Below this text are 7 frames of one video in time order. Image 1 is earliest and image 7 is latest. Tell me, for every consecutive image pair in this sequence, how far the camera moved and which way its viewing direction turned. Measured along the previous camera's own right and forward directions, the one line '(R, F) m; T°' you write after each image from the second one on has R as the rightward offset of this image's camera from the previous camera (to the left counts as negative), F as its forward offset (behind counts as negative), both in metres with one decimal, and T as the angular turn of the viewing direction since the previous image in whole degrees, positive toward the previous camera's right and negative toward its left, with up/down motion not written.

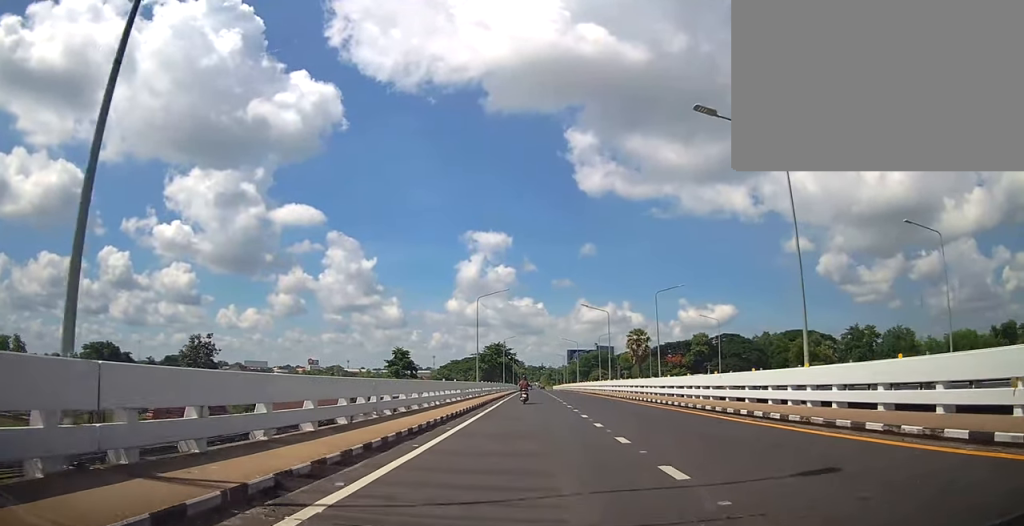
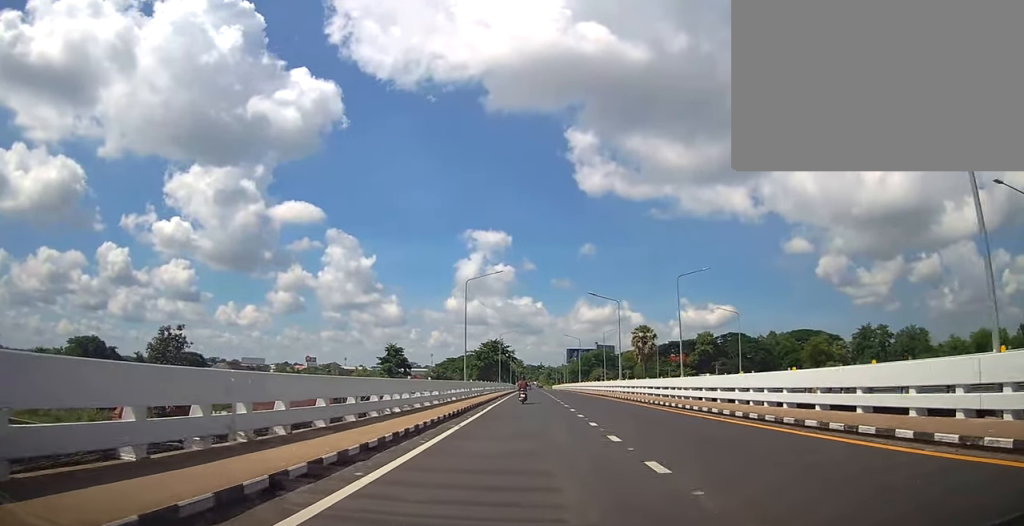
(0.0, +7.4) m; 0°
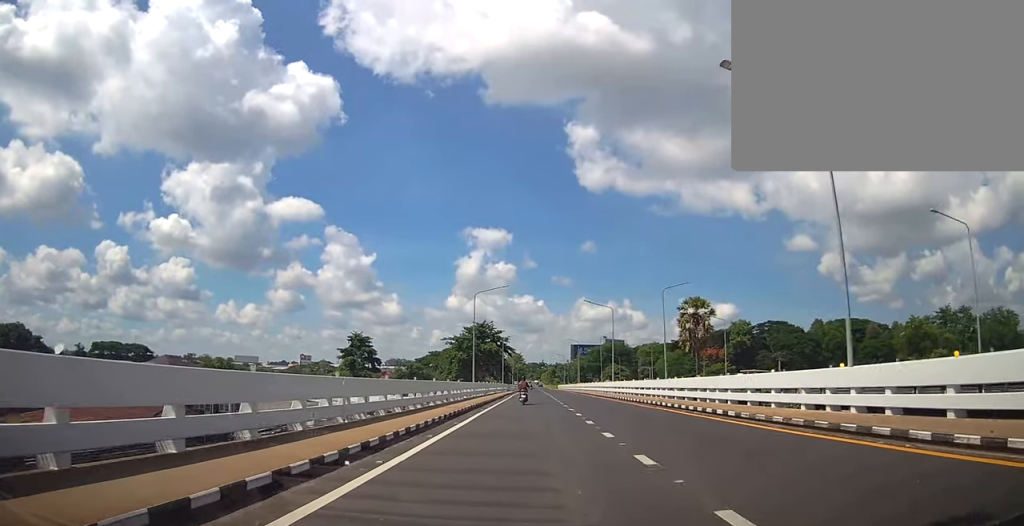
(-0.5, +37.2) m; -1°
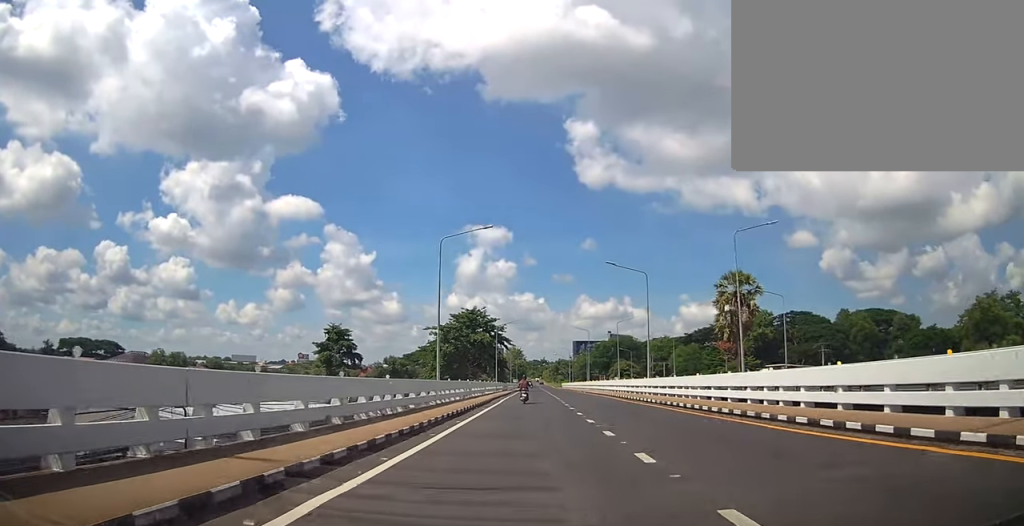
(0.0, +18.0) m; 0°
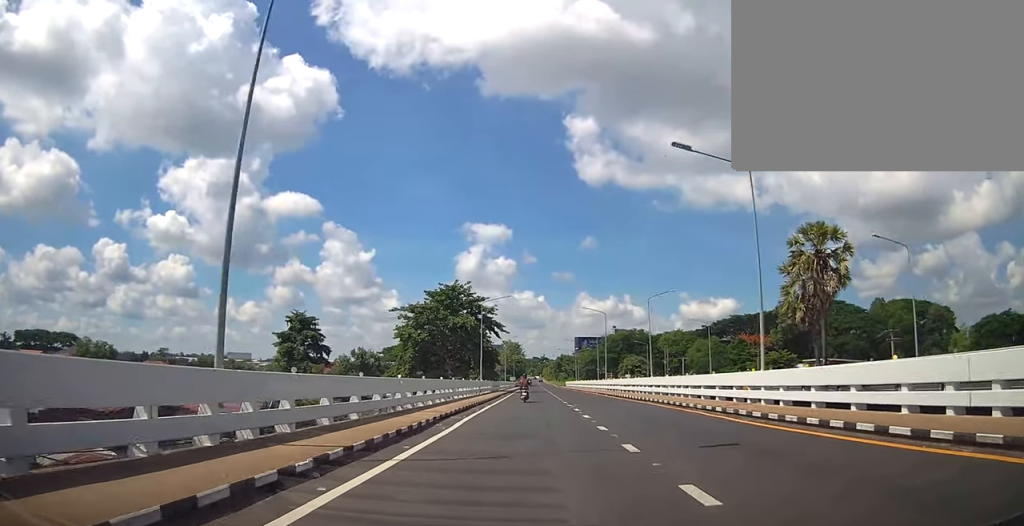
(0.0, +19.4) m; 0°
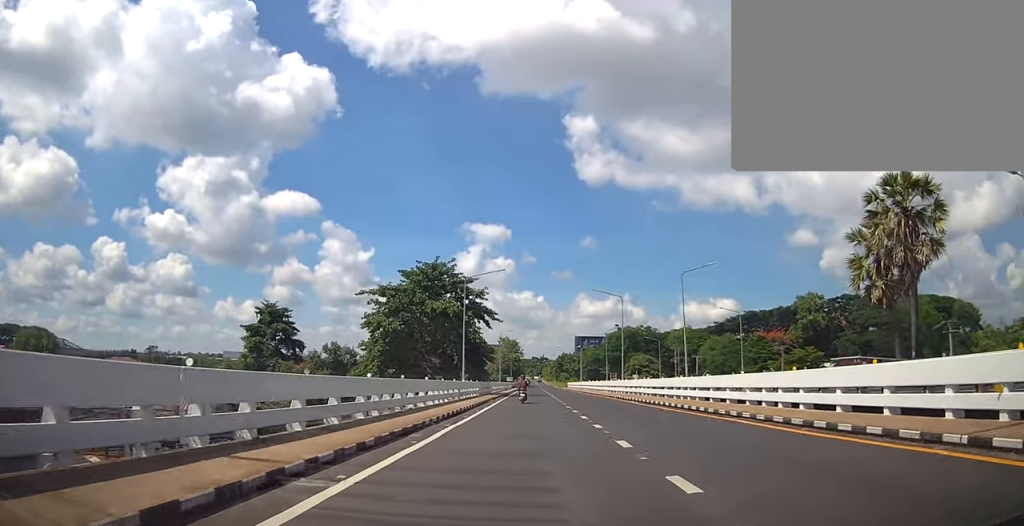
(0.0, +11.4) m; +1°
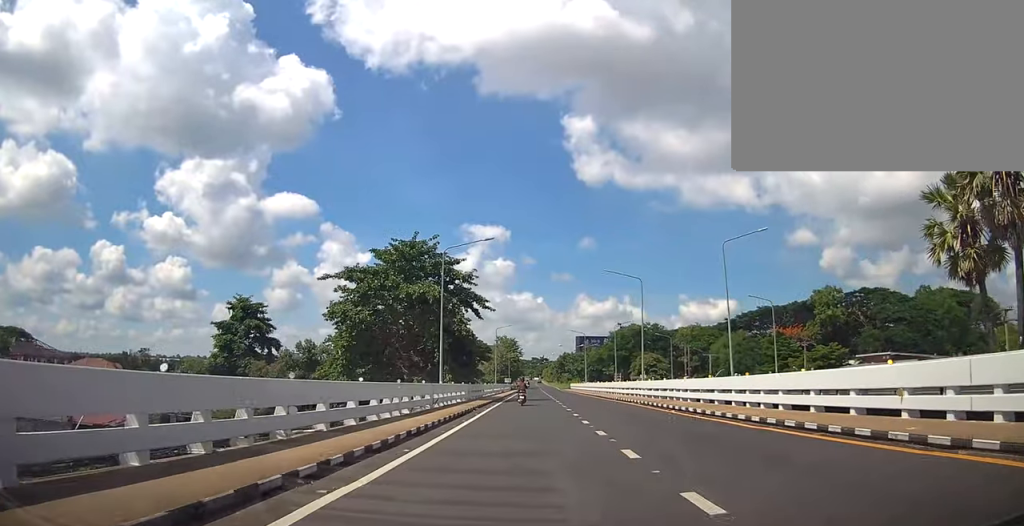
(0.0, +9.0) m; 0°
